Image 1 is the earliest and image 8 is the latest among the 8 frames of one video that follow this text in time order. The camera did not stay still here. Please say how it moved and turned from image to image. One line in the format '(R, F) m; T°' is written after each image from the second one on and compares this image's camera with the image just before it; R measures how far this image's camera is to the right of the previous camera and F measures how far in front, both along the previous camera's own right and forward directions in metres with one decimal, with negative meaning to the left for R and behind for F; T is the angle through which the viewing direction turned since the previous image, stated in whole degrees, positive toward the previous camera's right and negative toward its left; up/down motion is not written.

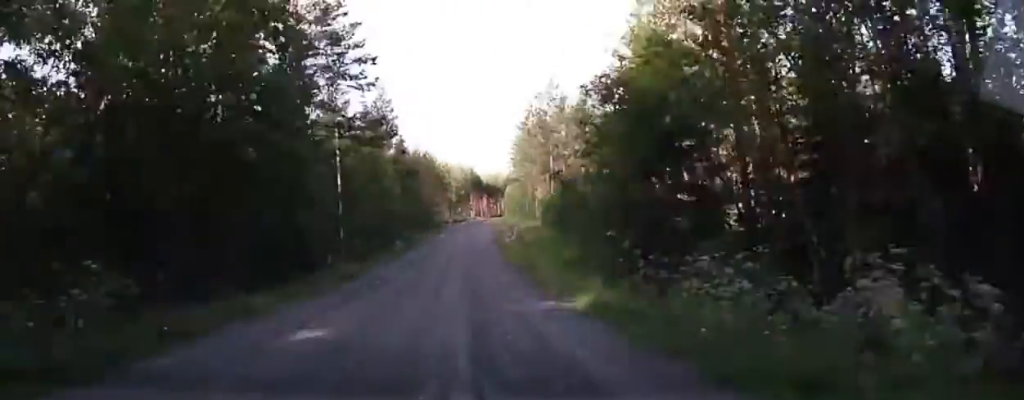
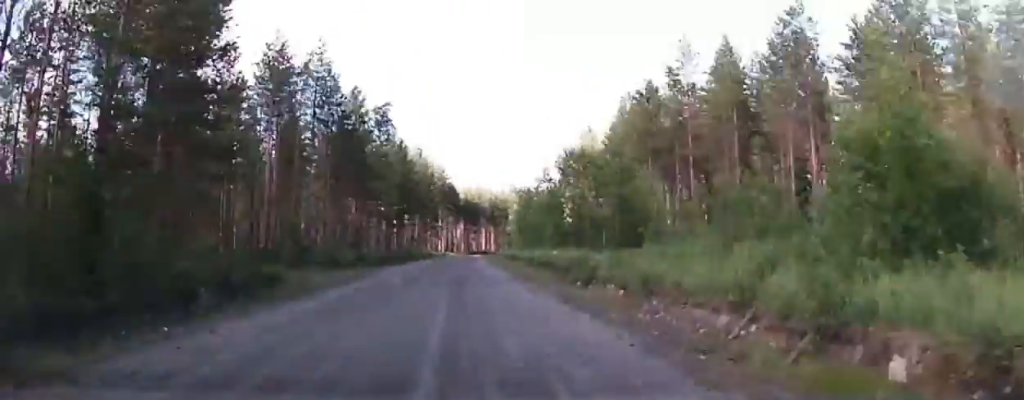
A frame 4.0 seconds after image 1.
(+1.7, +94.6) m; +6°
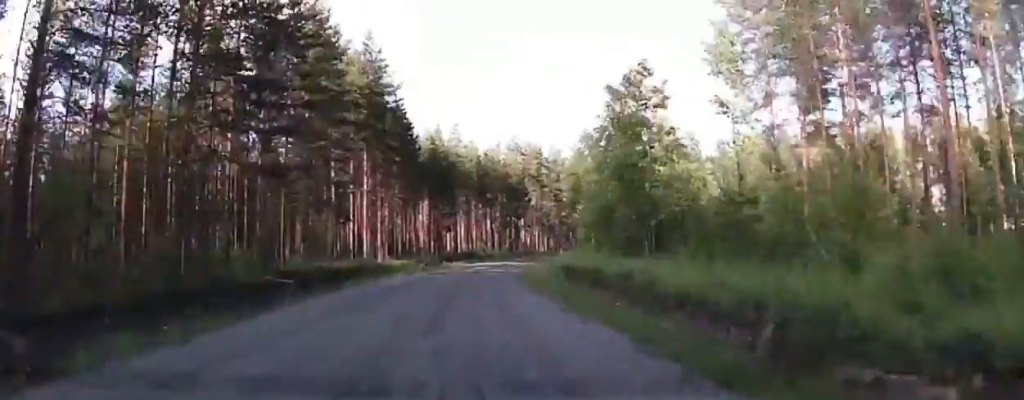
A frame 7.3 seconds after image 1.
(+0.1, +79.0) m; +8°
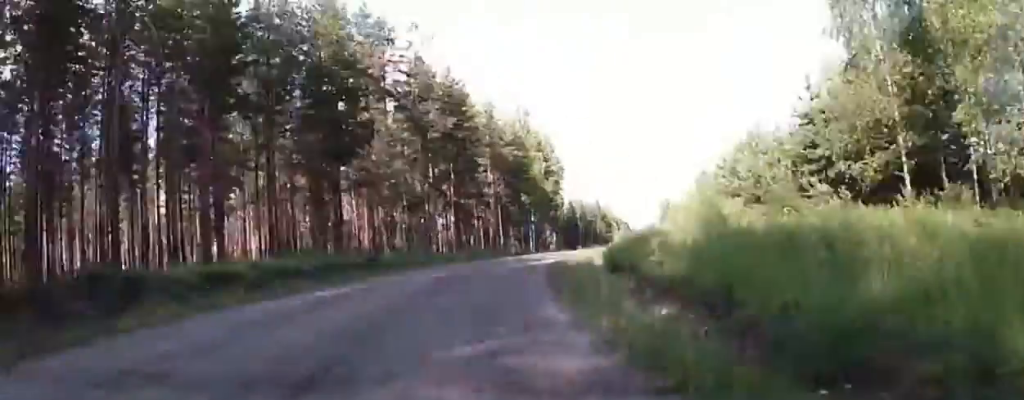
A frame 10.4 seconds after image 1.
(+9.3, +73.5) m; +11°
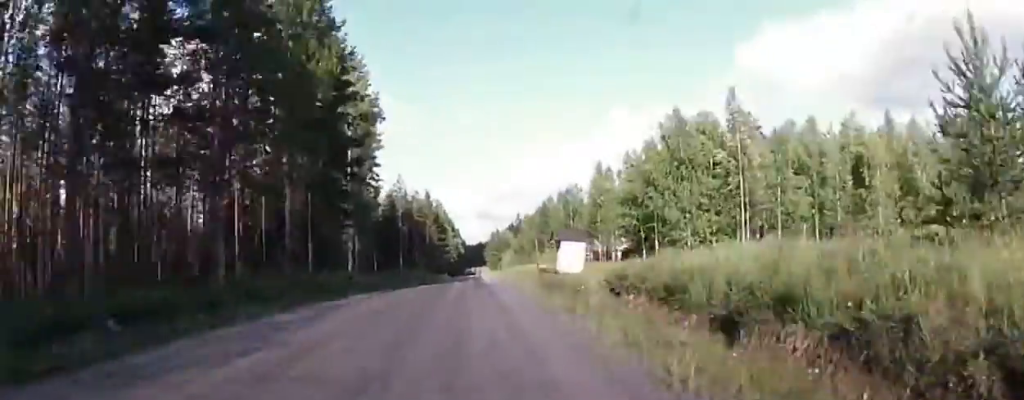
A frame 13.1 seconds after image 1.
(+5.5, +63.4) m; +7°
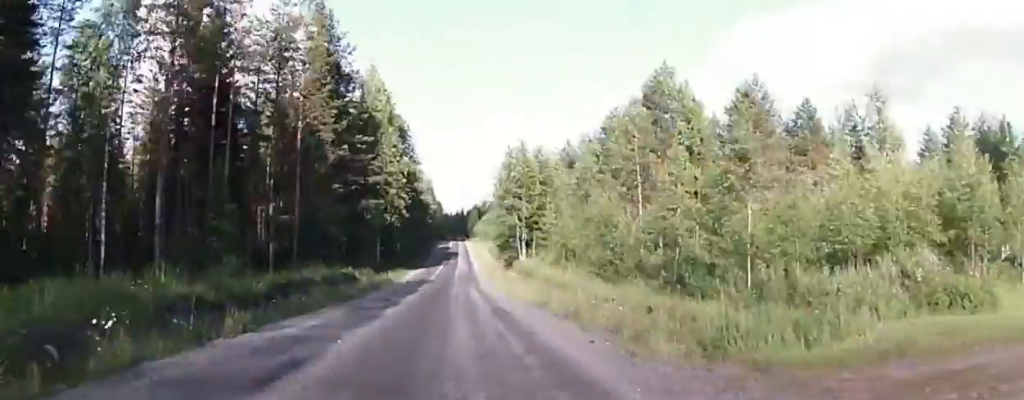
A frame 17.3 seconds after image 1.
(+9.7, +98.3) m; +6°
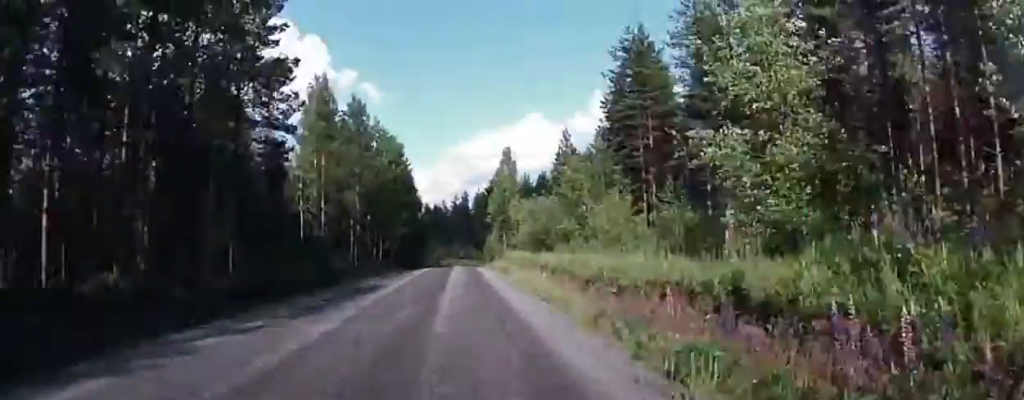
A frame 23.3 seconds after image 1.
(-2.1, +137.8) m; -3°
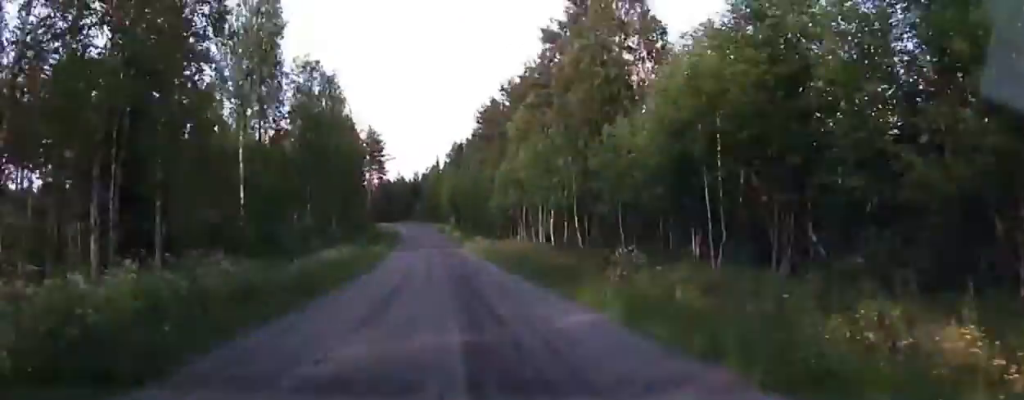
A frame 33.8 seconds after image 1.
(-26.4, +217.7) m; -21°
